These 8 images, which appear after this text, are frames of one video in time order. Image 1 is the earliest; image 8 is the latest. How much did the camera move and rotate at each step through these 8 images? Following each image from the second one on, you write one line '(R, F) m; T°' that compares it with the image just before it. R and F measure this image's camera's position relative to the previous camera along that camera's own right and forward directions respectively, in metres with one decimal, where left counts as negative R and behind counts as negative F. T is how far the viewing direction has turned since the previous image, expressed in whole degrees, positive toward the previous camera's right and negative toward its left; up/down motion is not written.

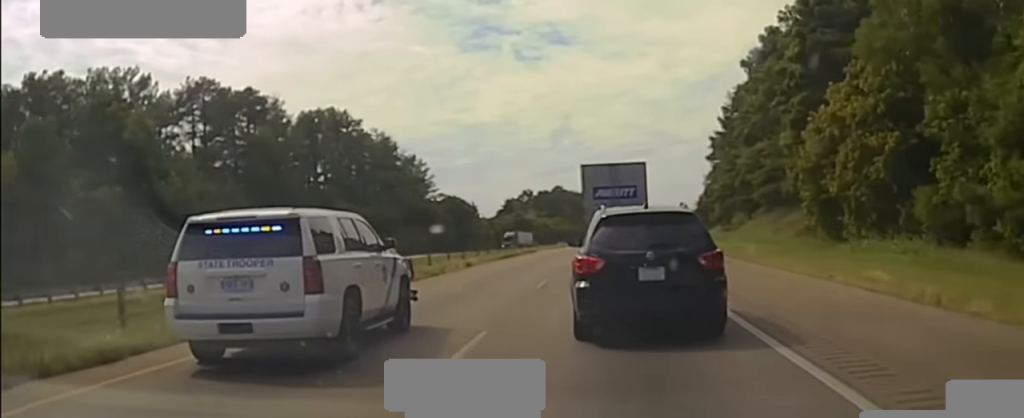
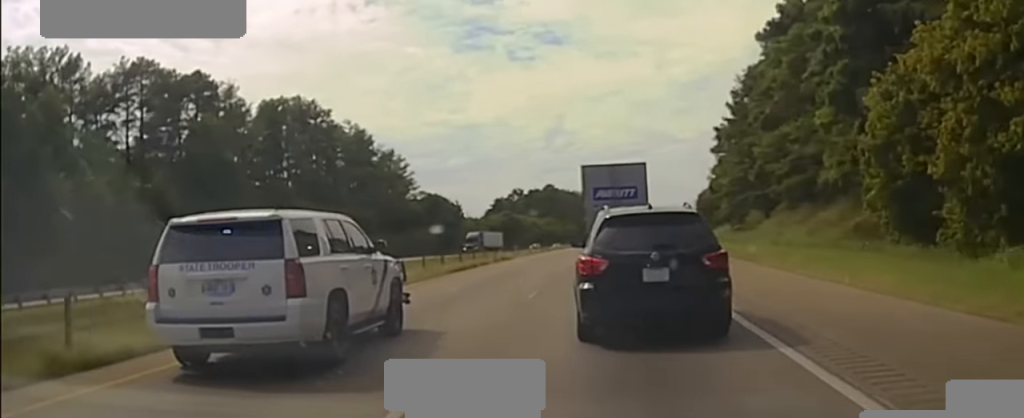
(0.0, +16.6) m; +1°
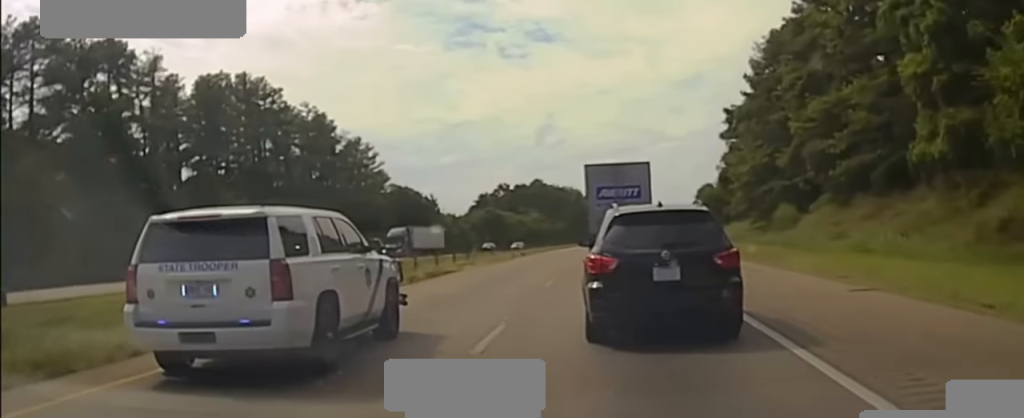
(+0.2, +20.0) m; +1°
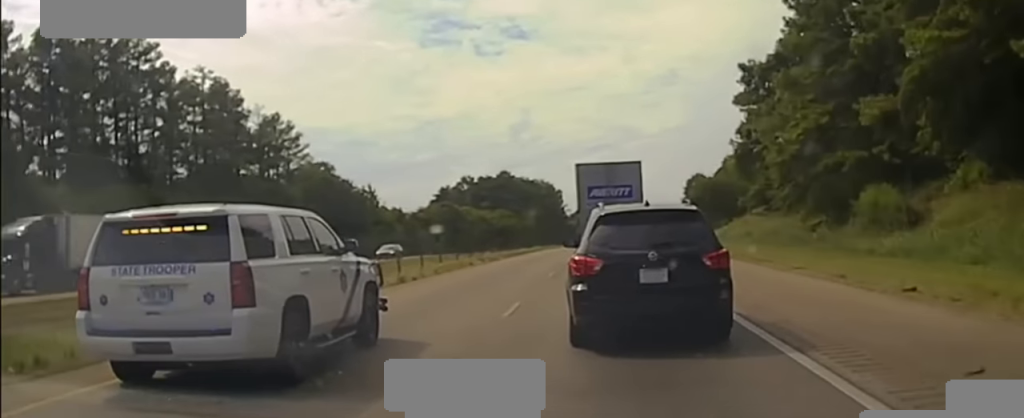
(+0.7, +31.7) m; +2°
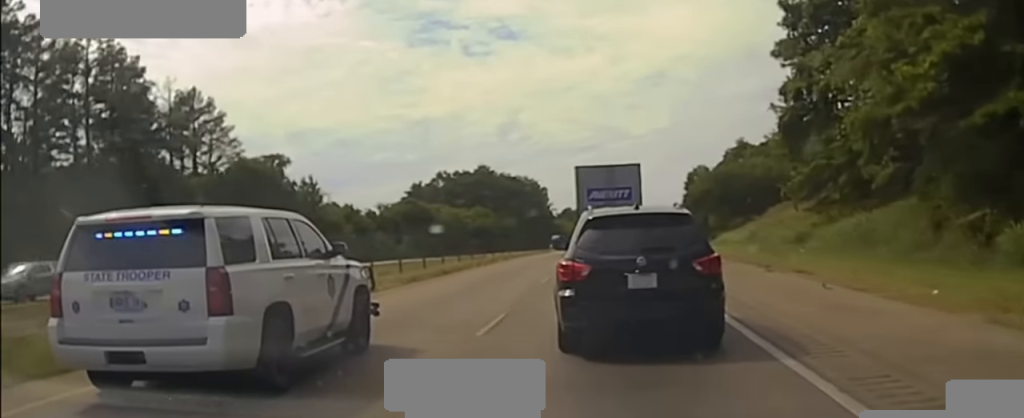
(+0.2, +26.7) m; 0°
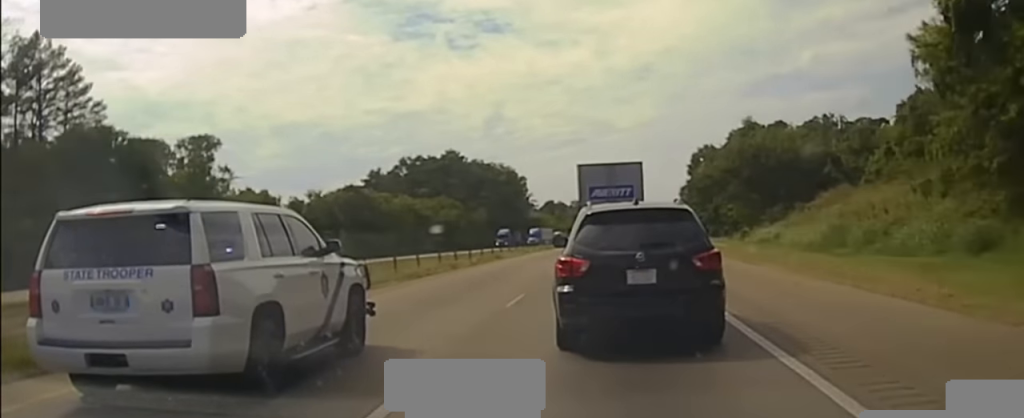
(0.0, +31.8) m; 0°
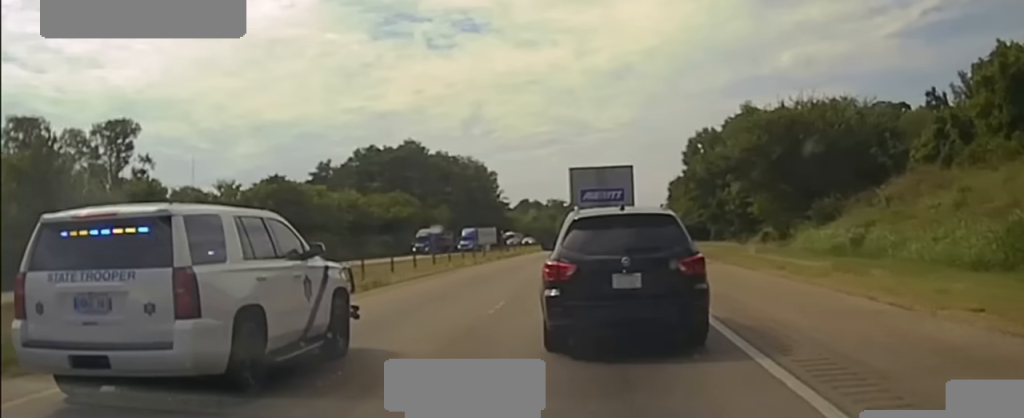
(0.0, +25.2) m; +1°
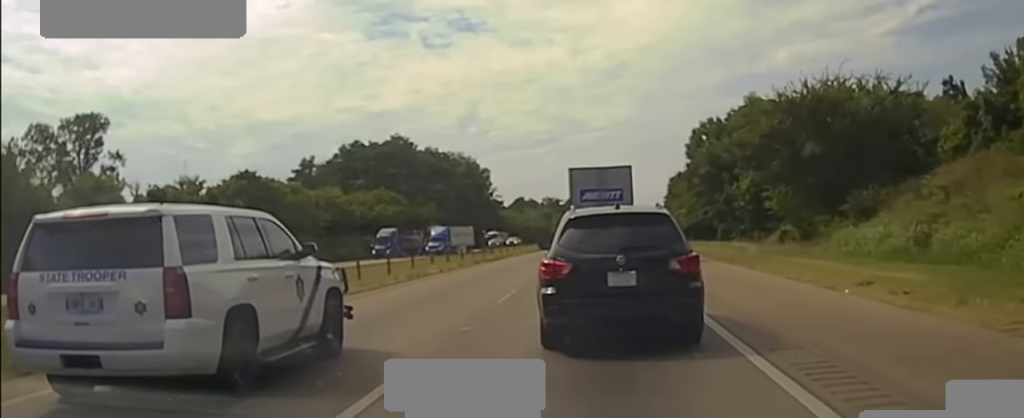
(+0.2, +10.4) m; 0°
